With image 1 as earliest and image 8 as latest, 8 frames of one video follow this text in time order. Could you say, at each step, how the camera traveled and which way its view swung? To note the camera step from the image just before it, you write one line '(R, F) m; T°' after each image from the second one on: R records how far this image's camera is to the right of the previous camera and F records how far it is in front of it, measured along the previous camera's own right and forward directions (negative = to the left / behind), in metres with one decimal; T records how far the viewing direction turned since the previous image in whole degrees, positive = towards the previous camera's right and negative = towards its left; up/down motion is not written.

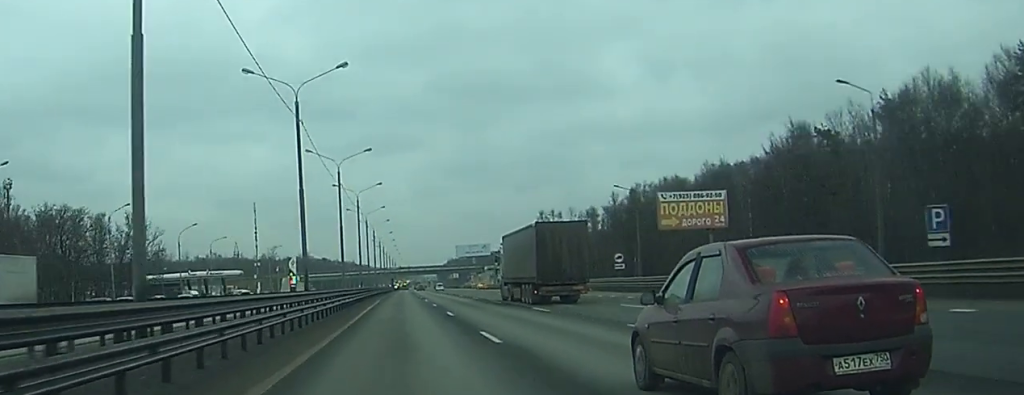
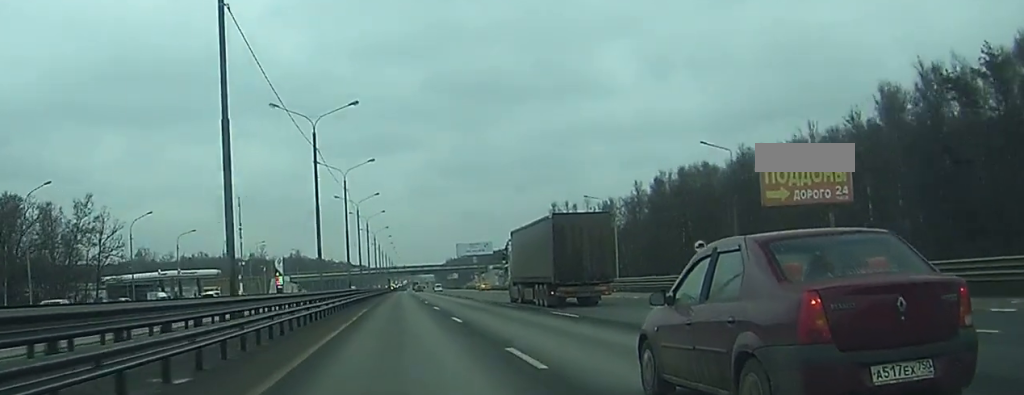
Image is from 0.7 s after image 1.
(0.0, +21.6) m; 0°
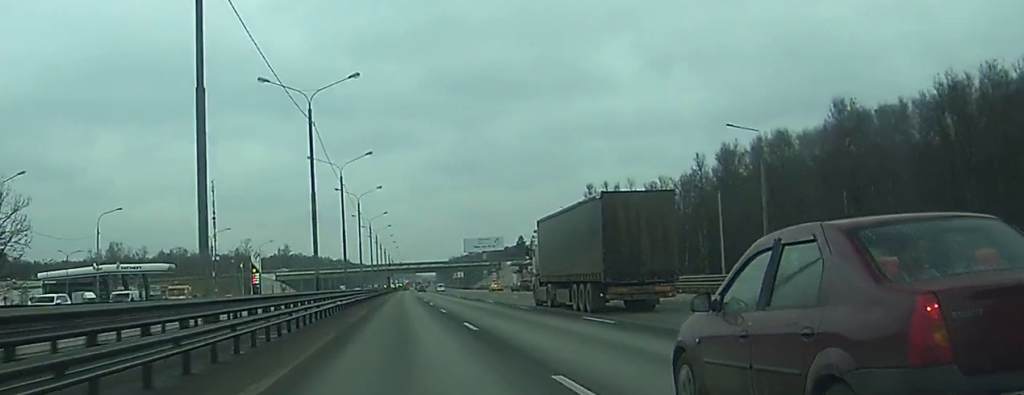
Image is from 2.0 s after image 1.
(0.0, +34.7) m; 0°
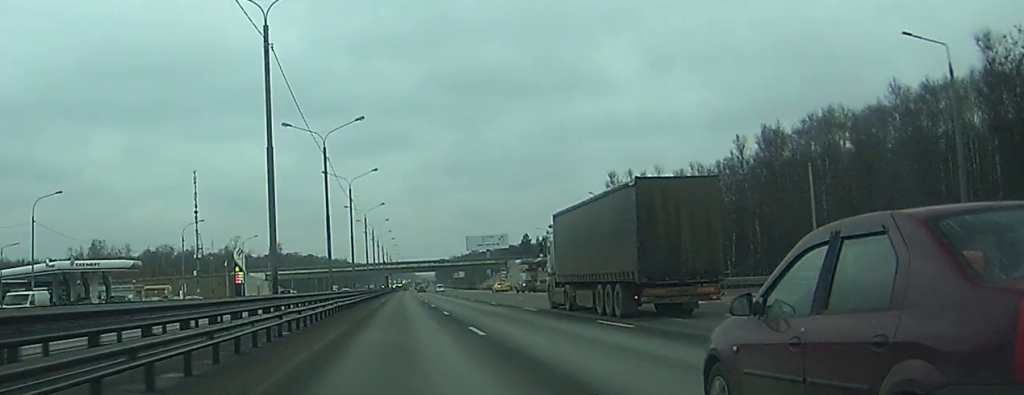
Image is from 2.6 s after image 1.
(0.0, +16.1) m; 0°
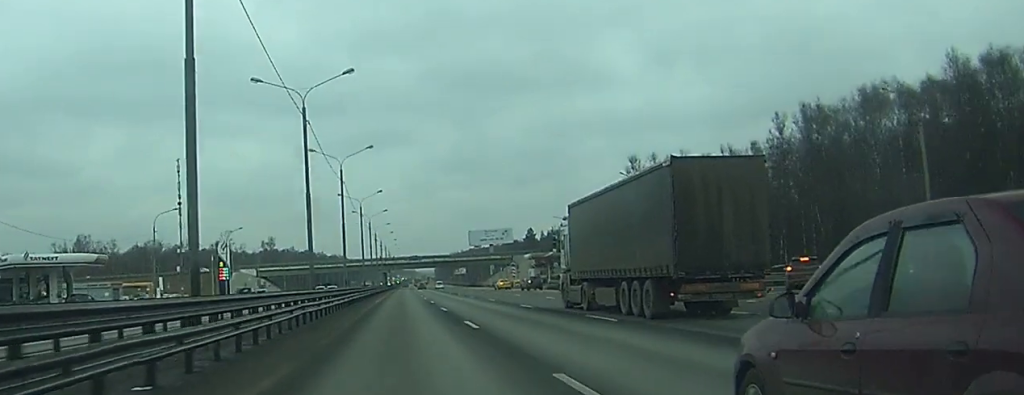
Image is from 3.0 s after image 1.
(0.0, +11.7) m; -1°
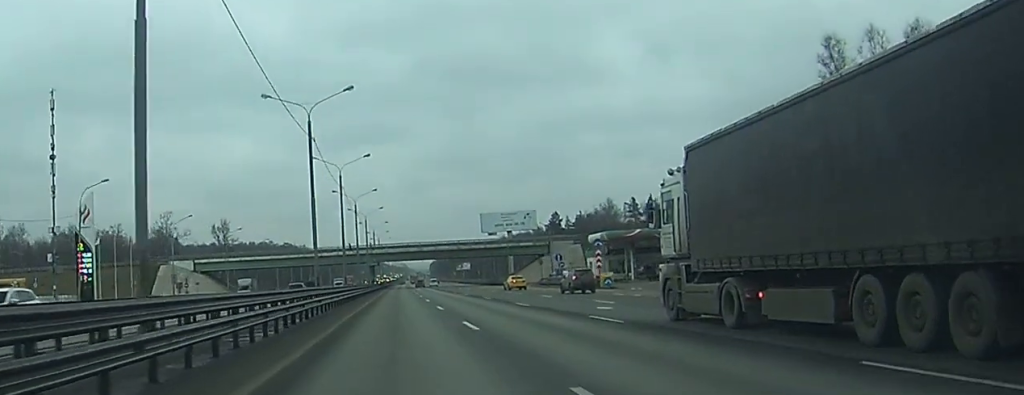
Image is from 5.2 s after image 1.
(+0.5, +56.8) m; +1°
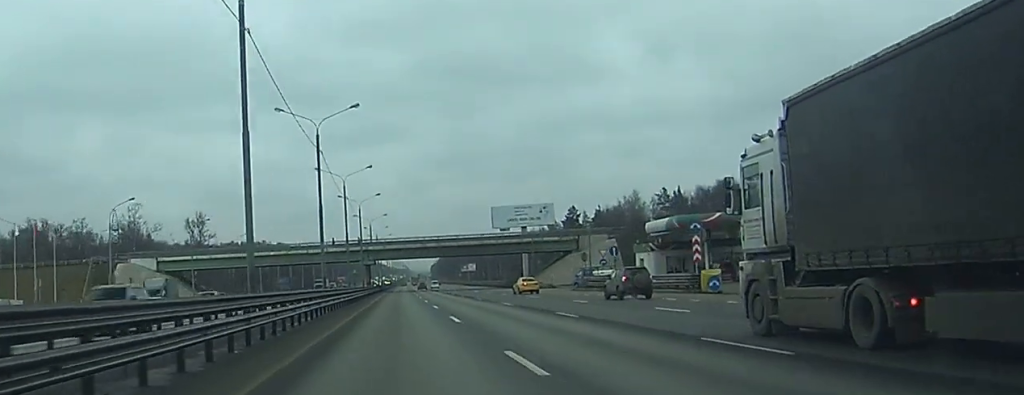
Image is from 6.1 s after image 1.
(-0.2, +29.7) m; 0°
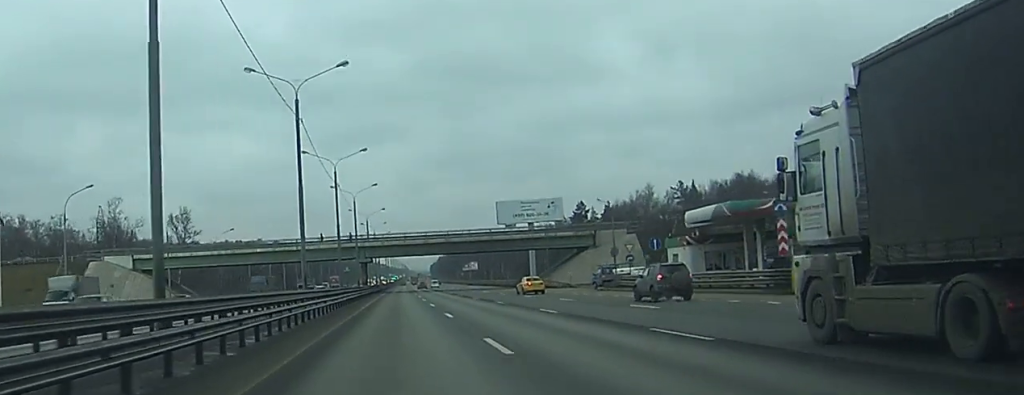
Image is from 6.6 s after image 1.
(-0.1, +14.9) m; 0°
